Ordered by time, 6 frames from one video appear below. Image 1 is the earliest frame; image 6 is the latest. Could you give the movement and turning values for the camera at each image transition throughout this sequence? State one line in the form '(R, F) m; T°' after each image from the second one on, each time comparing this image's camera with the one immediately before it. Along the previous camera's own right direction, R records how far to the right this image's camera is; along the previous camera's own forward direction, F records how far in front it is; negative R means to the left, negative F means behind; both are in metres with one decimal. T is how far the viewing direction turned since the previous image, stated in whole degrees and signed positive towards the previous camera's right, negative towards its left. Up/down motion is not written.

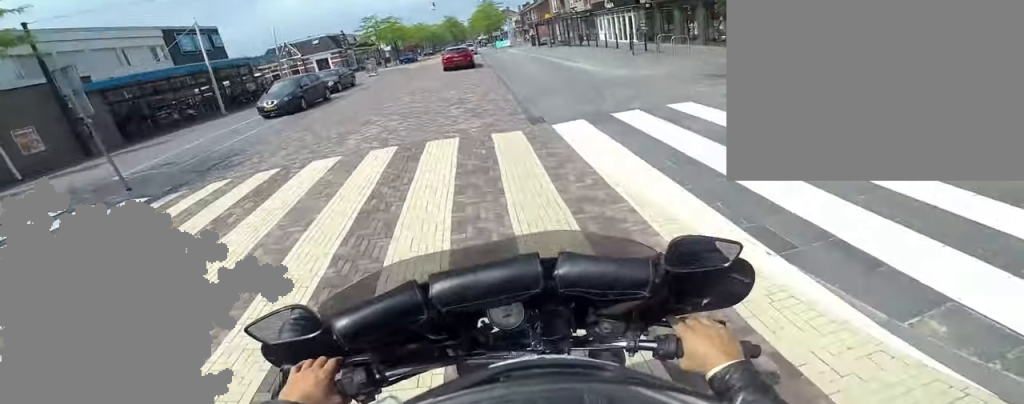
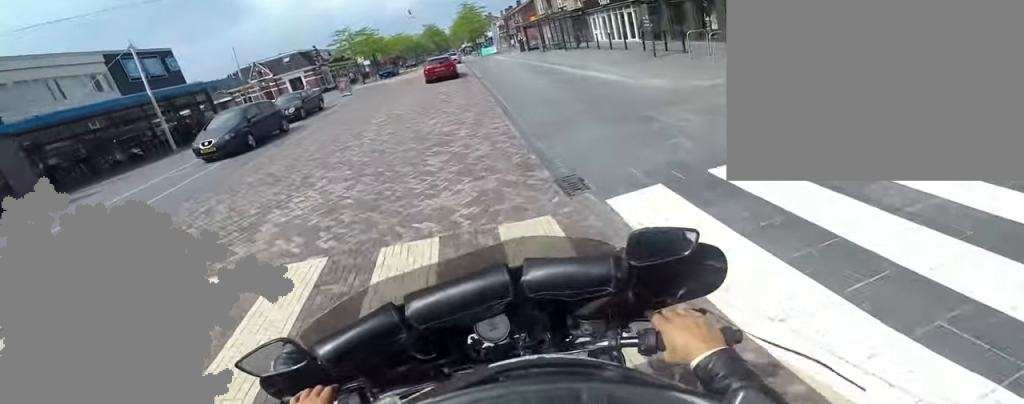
(+0.7, +3.0) m; 0°
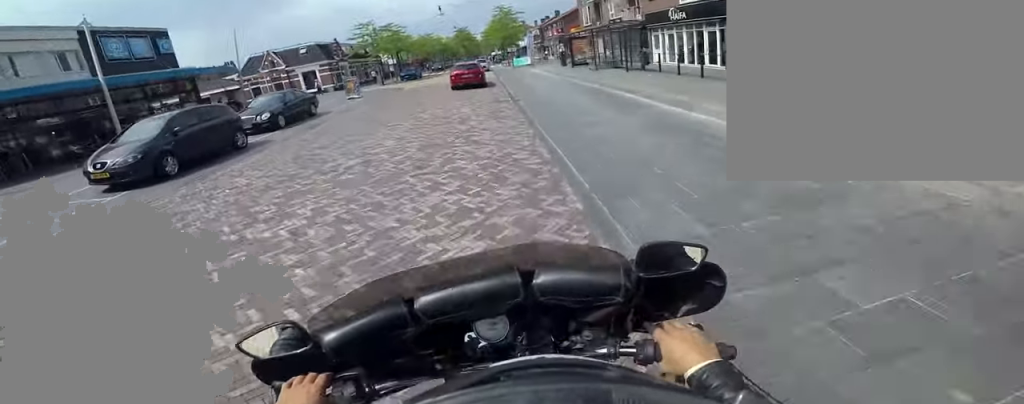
(-0.6, +4.8) m; -6°
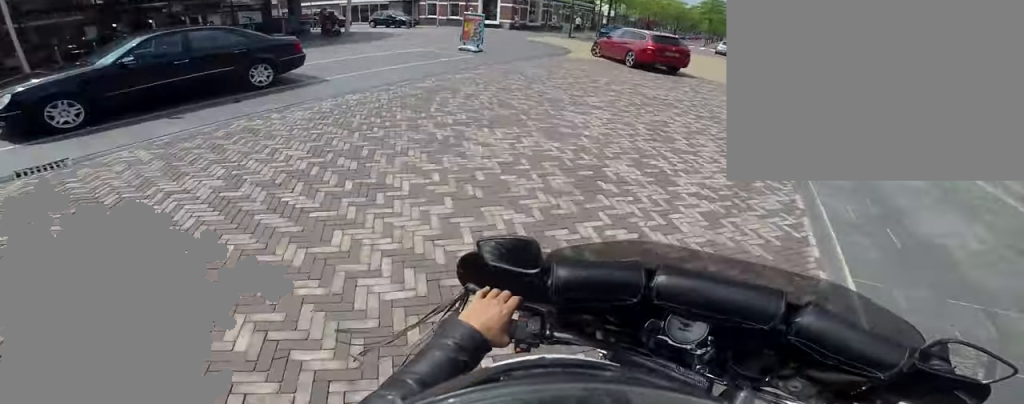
(-1.4, +13.5) m; -6°
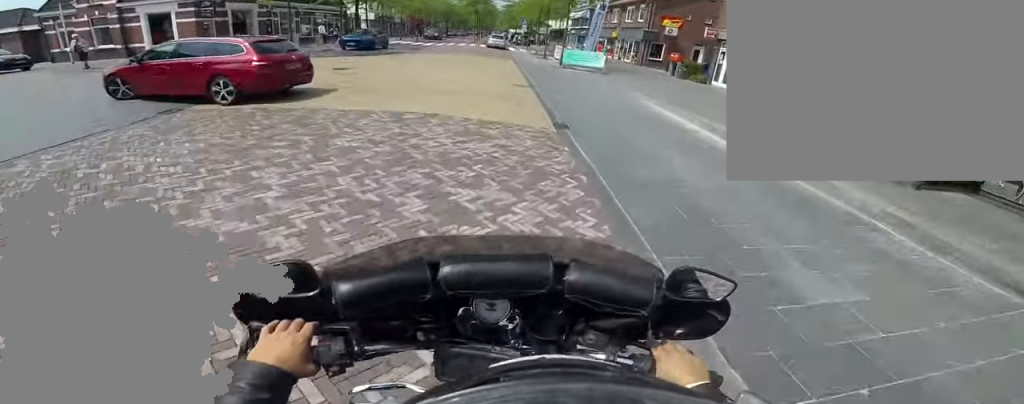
(0.0, +6.8) m; +8°
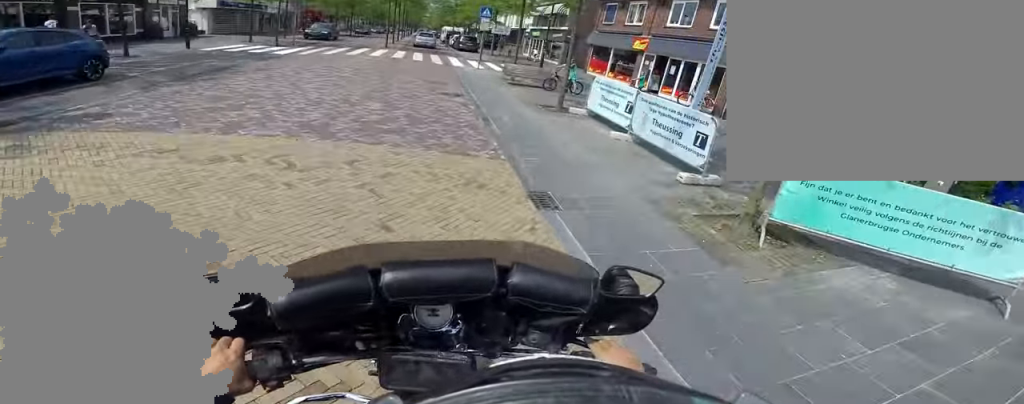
(+1.1, +15.1) m; -8°
